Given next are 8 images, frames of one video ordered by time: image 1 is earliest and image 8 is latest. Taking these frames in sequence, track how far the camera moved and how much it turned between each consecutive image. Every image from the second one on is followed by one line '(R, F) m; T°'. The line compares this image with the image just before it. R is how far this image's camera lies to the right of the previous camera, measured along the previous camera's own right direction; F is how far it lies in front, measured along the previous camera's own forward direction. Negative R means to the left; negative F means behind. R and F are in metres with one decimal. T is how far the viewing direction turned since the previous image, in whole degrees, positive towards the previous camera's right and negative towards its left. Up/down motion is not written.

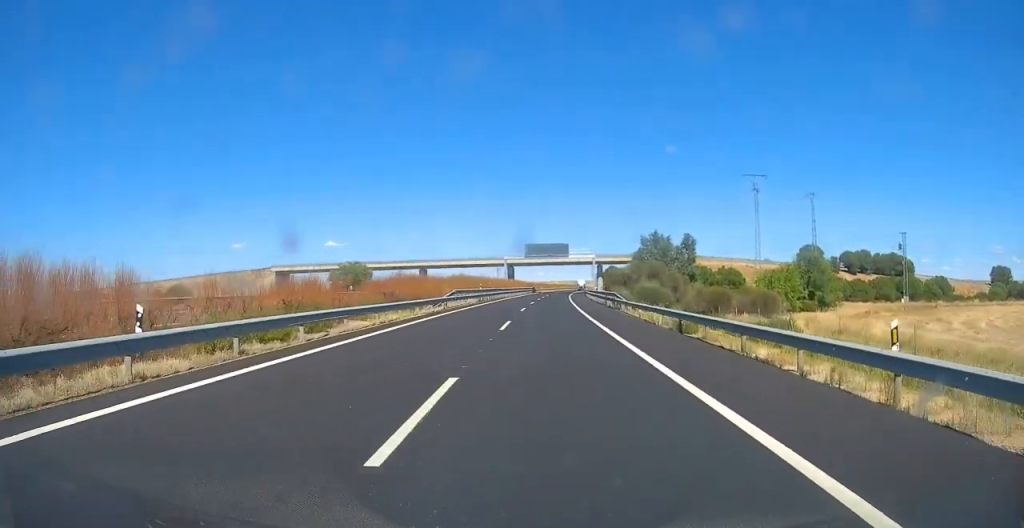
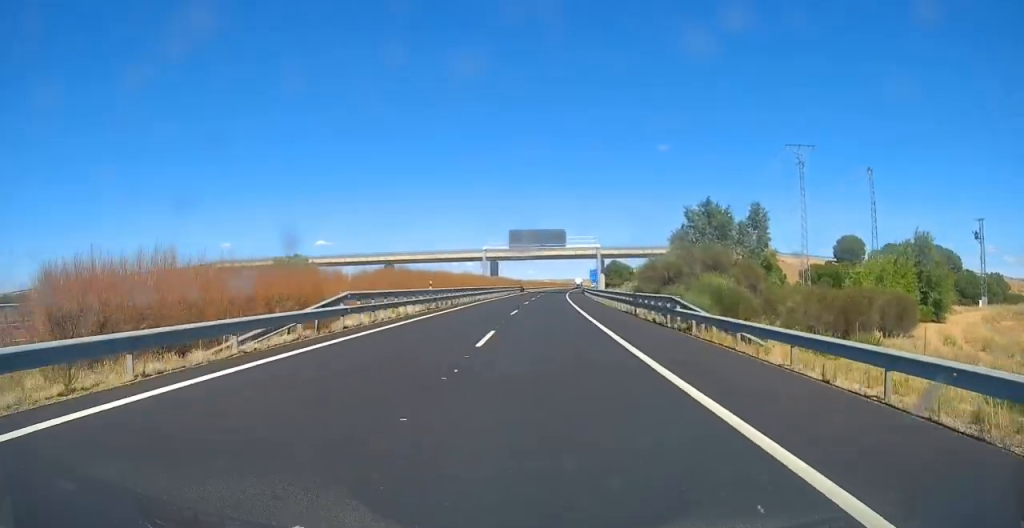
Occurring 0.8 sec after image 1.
(+0.1, +23.8) m; +1°
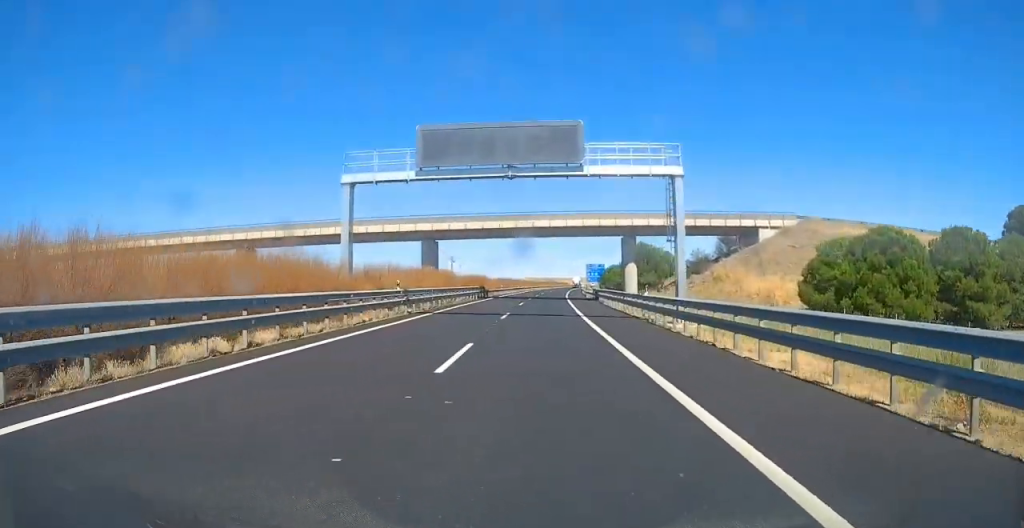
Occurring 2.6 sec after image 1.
(+0.9, +54.5) m; +1°
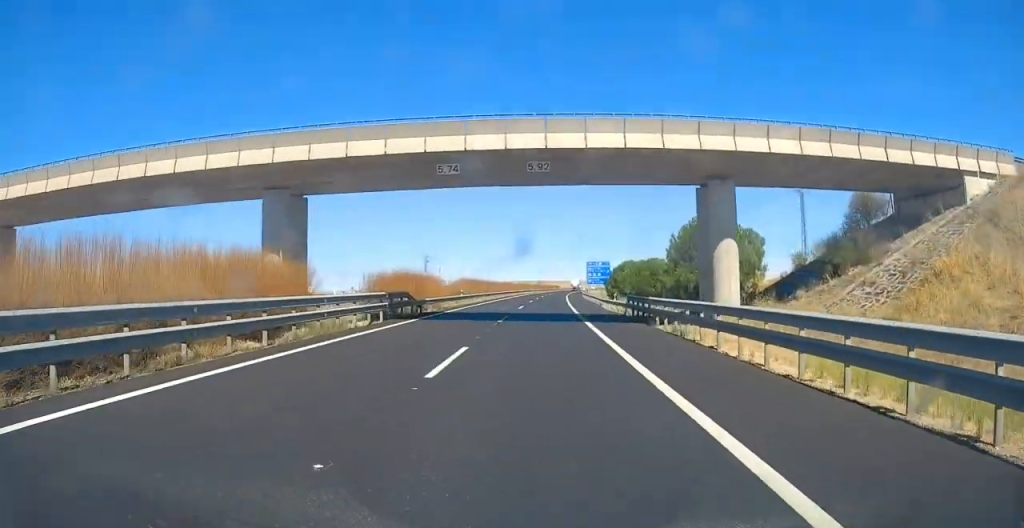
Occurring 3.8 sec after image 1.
(+0.1, +34.7) m; +1°
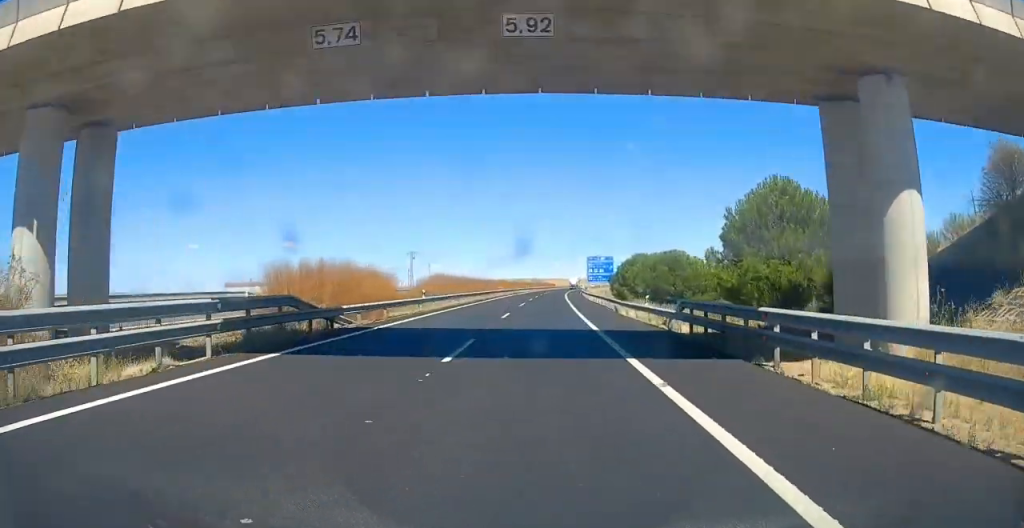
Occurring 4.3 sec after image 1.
(+0.1, +14.9) m; +1°
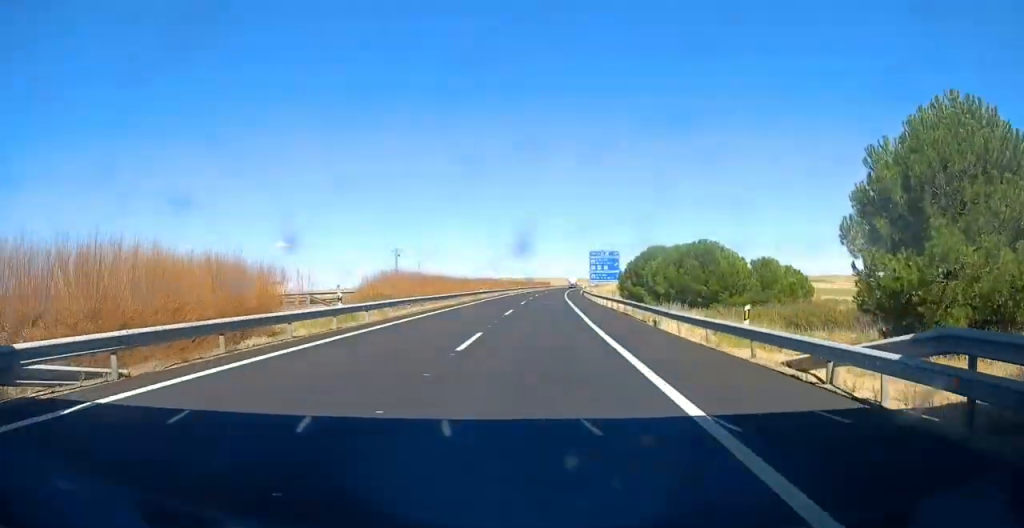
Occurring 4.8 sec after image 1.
(+0.1, +14.7) m; 0°
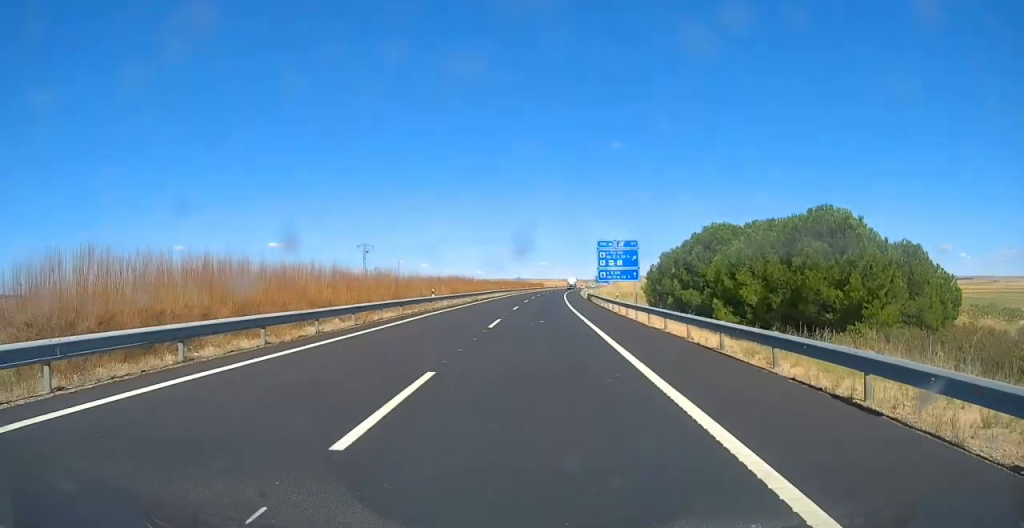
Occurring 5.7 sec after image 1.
(+0.1, +25.6) m; +1°
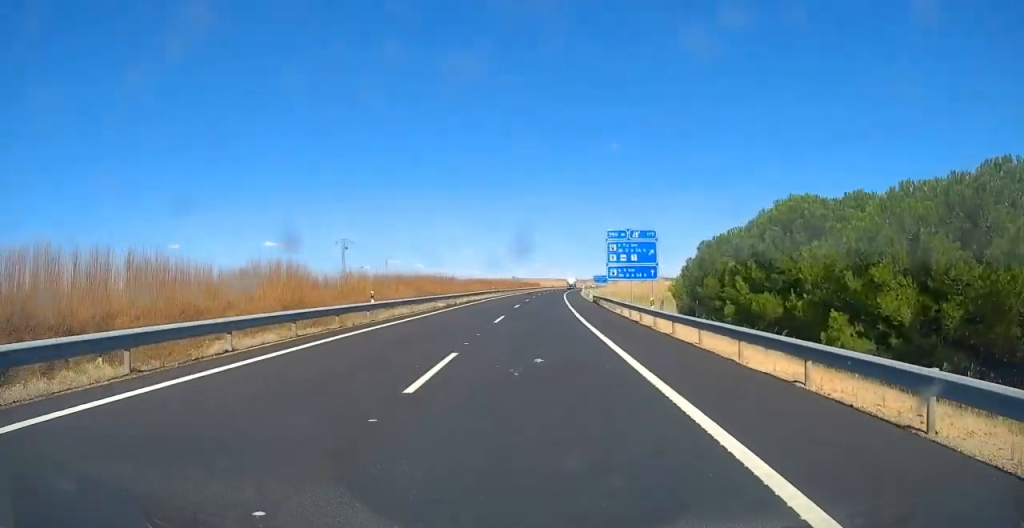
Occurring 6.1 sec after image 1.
(0.0, +13.8) m; +1°
